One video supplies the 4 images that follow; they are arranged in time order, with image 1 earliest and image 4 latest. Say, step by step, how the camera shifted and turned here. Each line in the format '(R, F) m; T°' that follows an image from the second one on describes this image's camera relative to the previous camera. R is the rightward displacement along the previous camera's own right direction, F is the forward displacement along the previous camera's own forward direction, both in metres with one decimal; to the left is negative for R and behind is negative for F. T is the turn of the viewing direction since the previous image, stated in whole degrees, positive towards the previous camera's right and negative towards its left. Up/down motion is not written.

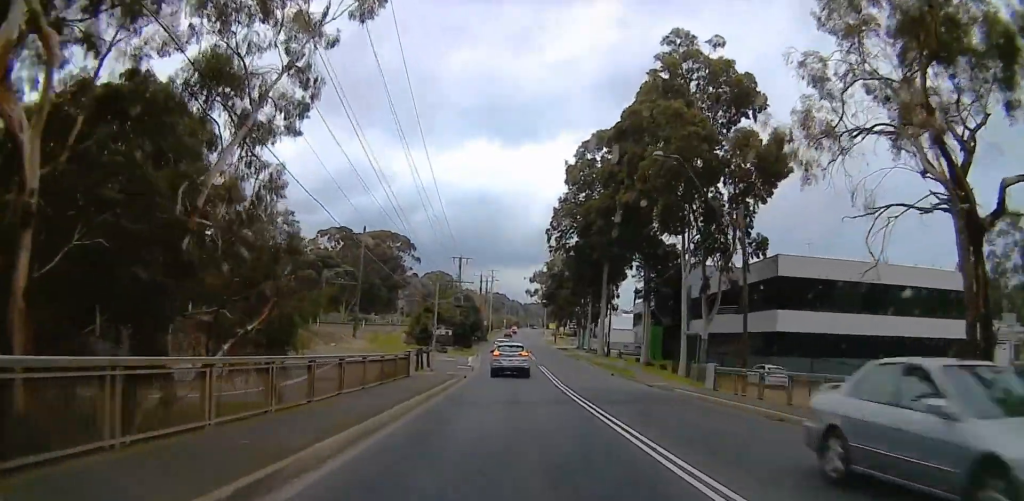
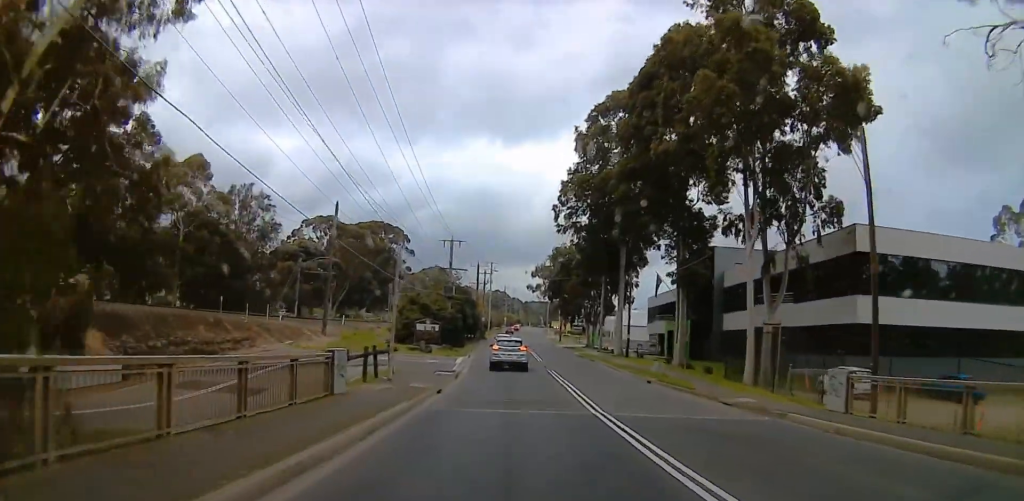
(-0.5, +11.3) m; 0°
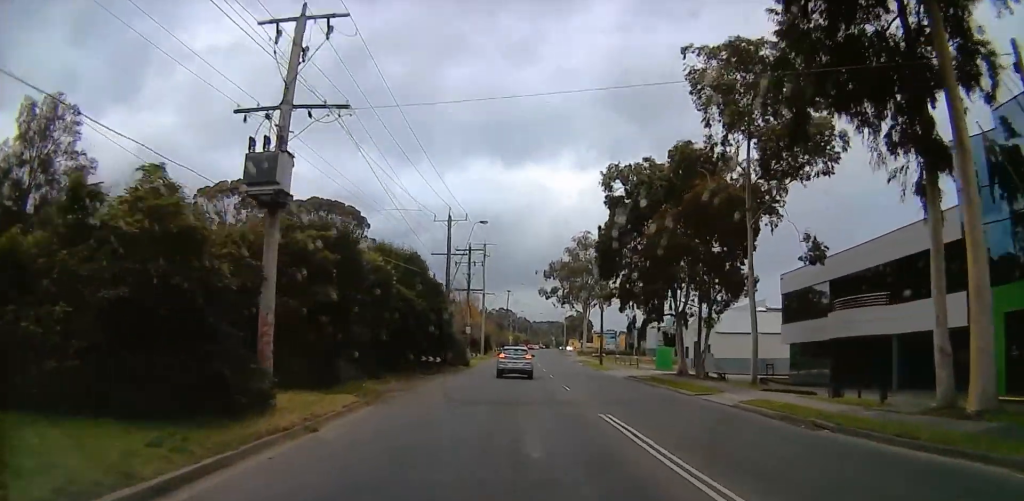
(-1.0, +47.4) m; -3°
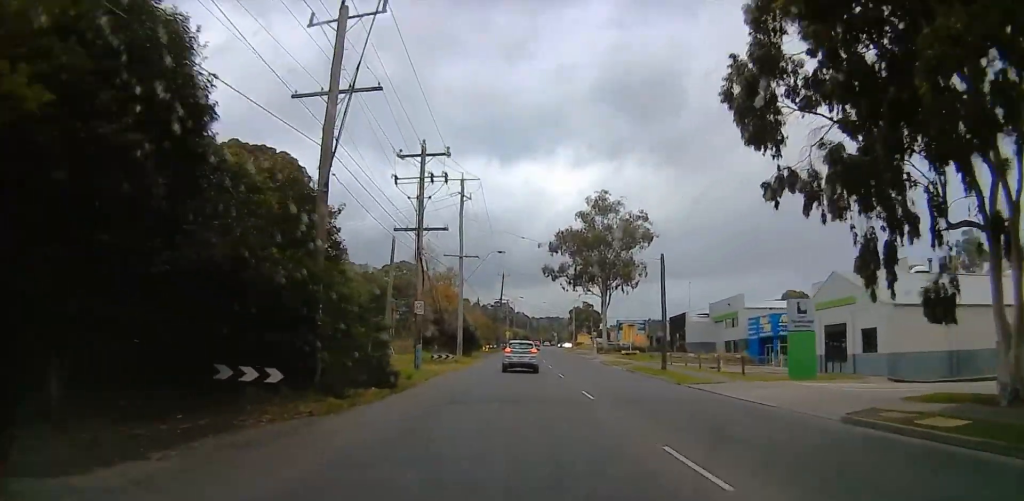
(0.0, +30.3) m; +3°
